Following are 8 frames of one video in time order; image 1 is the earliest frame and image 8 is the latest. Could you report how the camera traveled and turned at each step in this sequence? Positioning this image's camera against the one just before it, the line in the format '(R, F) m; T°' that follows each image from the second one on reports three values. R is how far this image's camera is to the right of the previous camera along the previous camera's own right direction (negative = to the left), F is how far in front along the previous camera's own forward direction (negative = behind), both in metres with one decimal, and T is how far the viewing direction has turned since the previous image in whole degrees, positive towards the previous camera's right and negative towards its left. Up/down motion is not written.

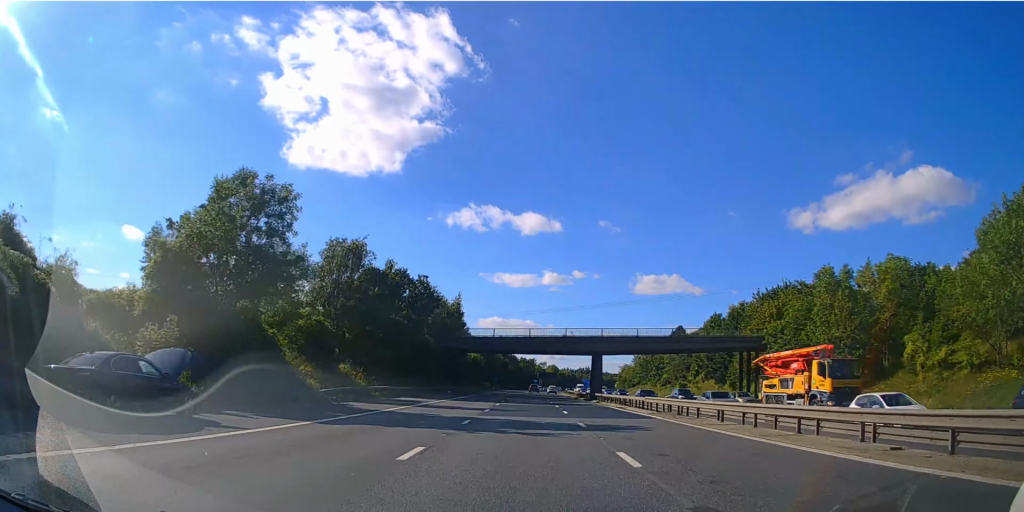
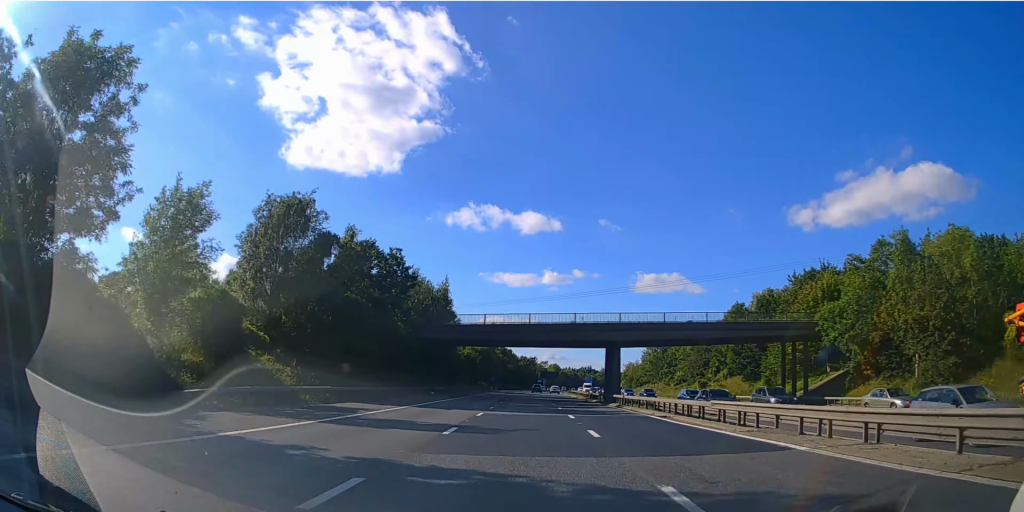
(0.0, +14.1) m; 0°
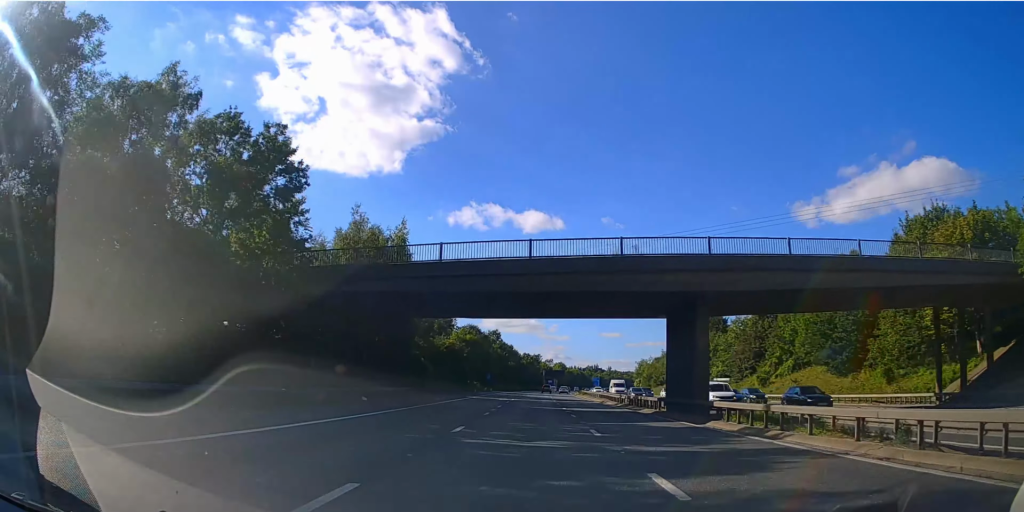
(-0.1, +28.3) m; 0°
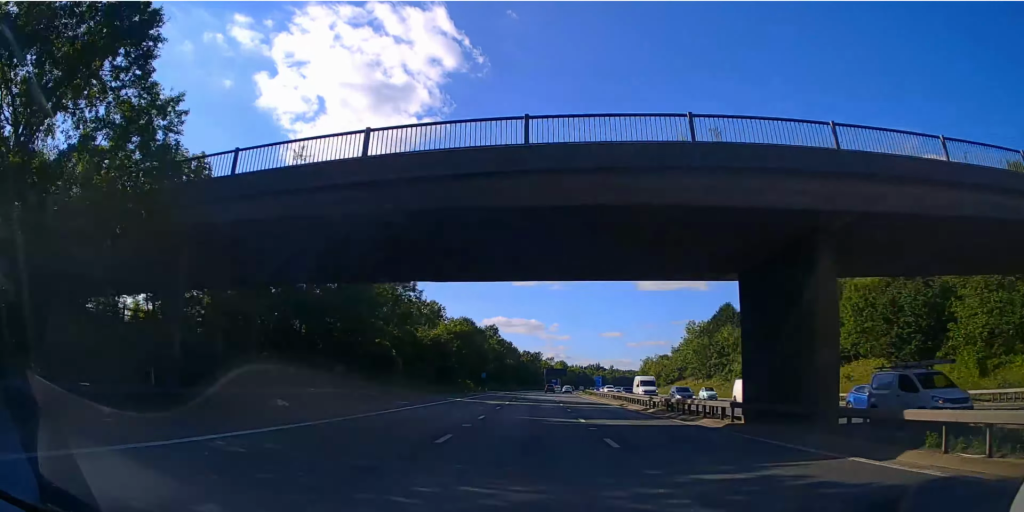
(0.0, +14.2) m; 0°
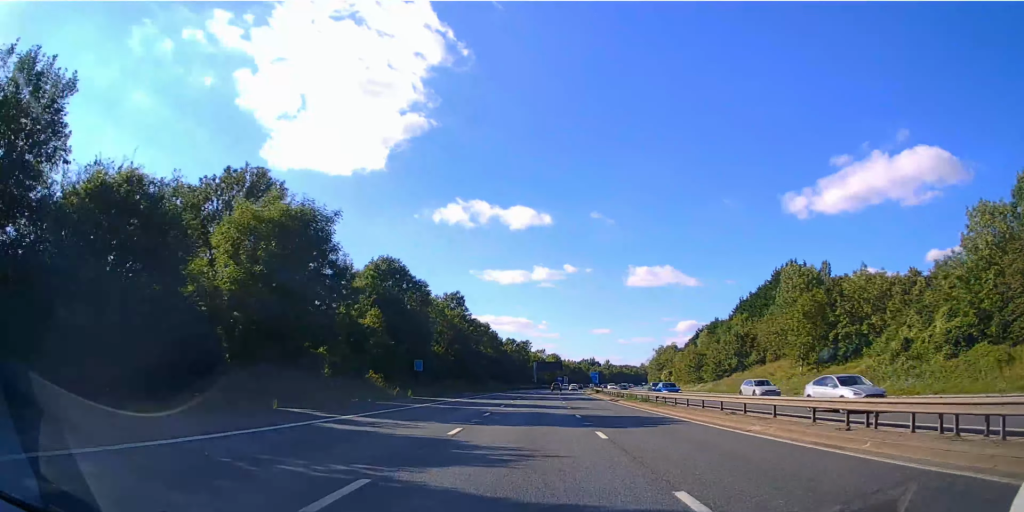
(+0.1, +57.9) m; +1°
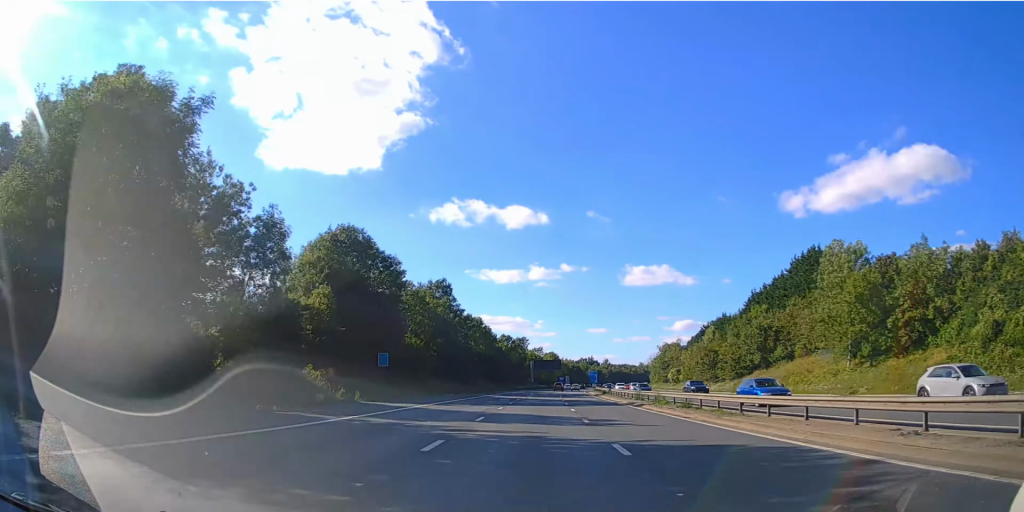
(+0.1, +12.7) m; +1°
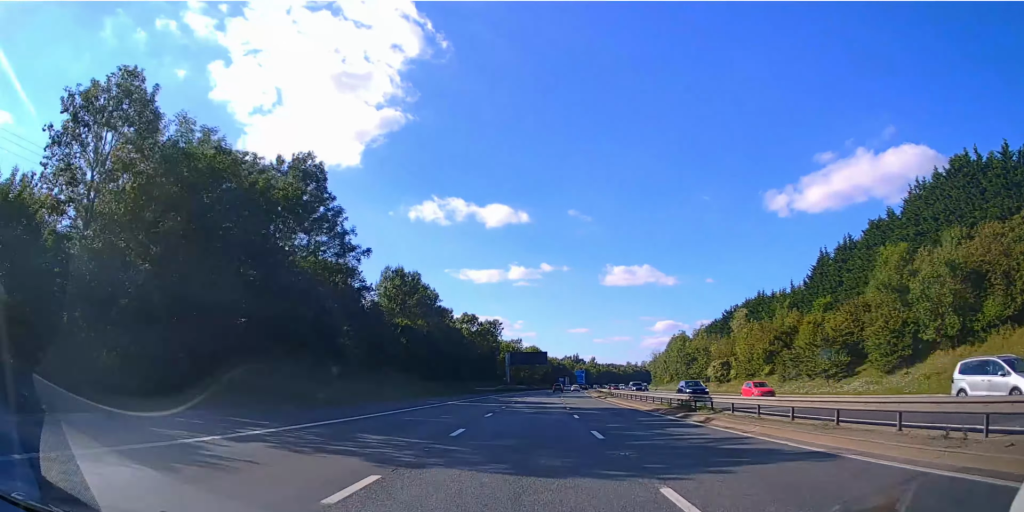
(+1.1, +56.1) m; +2°
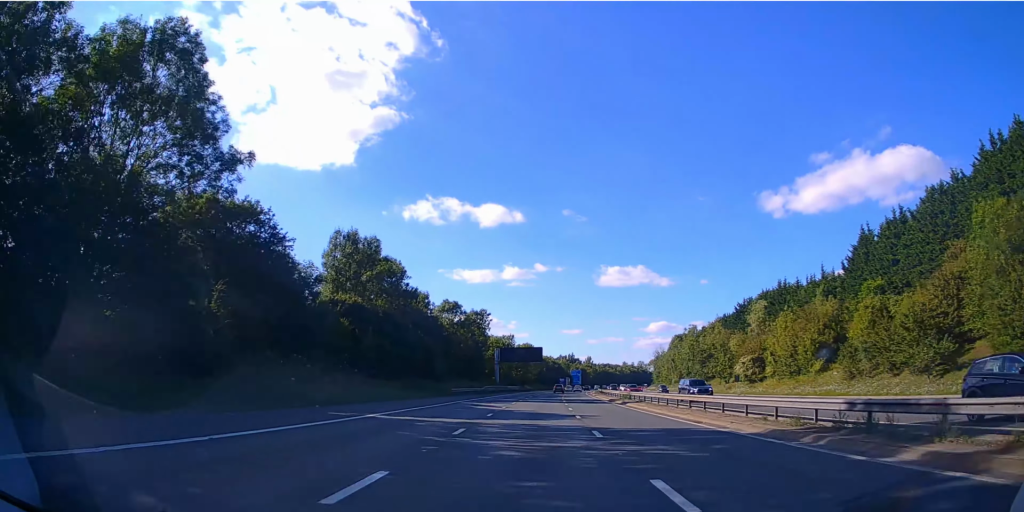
(+0.1, +19.6) m; +1°
